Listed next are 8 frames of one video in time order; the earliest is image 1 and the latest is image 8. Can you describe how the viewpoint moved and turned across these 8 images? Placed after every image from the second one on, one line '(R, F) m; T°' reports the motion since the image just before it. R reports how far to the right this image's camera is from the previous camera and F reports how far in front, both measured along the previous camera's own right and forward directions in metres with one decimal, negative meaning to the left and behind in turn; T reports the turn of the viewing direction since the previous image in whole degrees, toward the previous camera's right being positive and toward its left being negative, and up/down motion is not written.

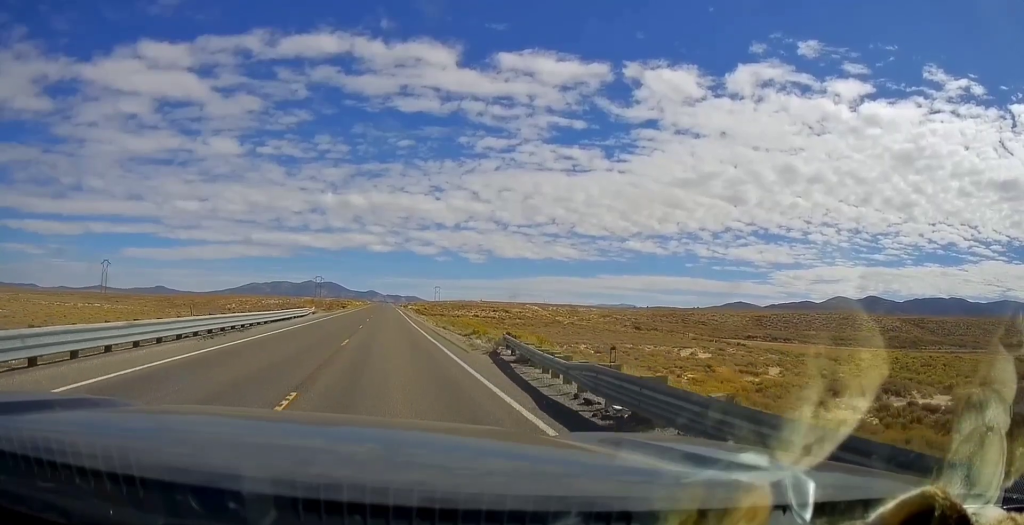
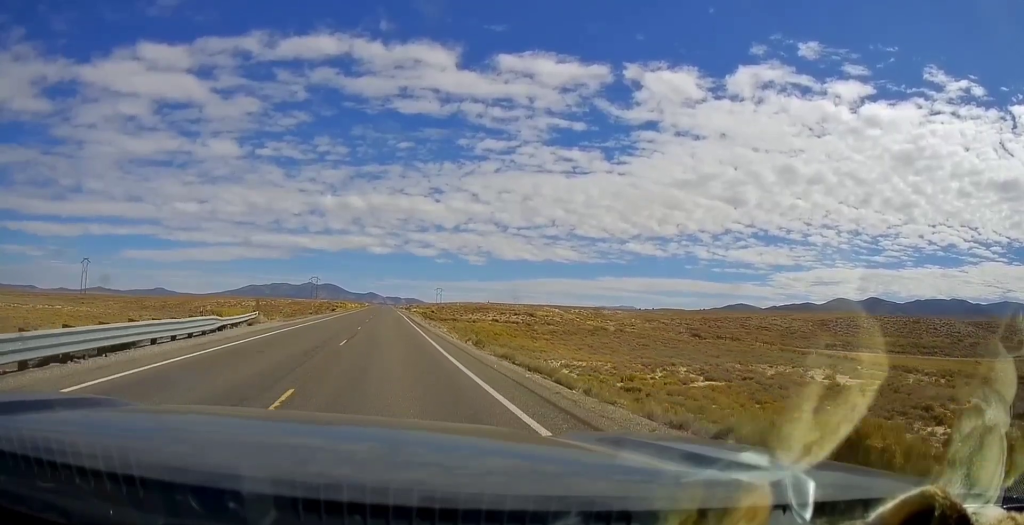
(+0.4, +29.5) m; 0°
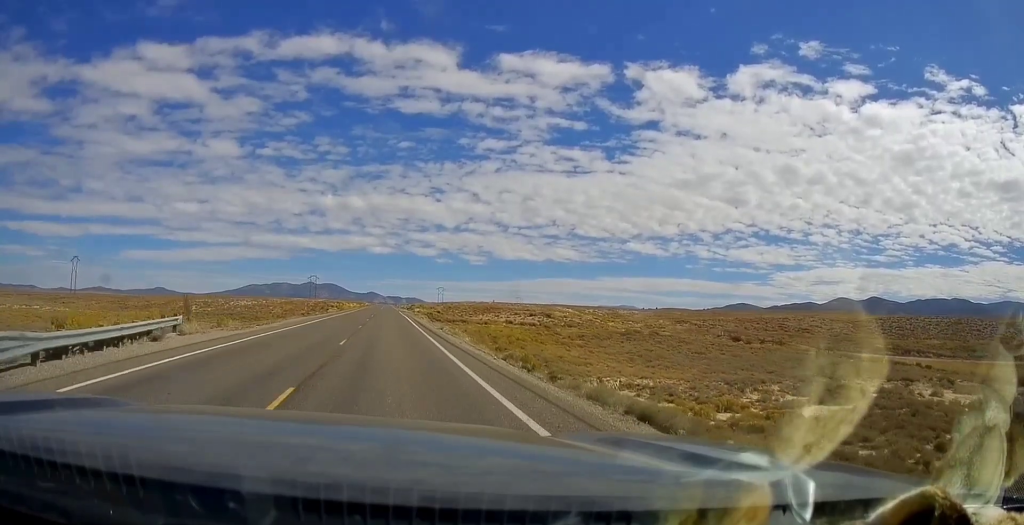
(0.0, +13.8) m; 0°
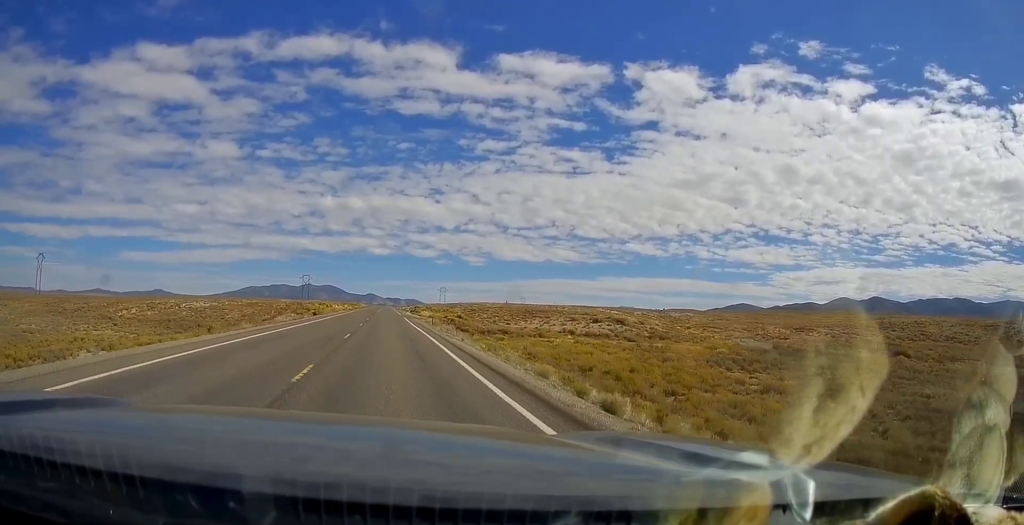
(-0.3, +40.5) m; 0°
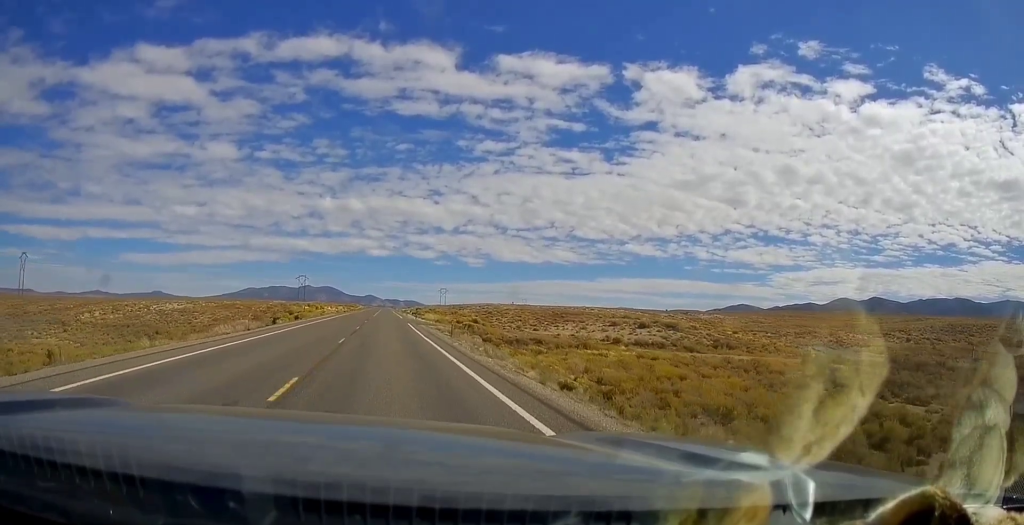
(0.0, +16.1) m; 0°
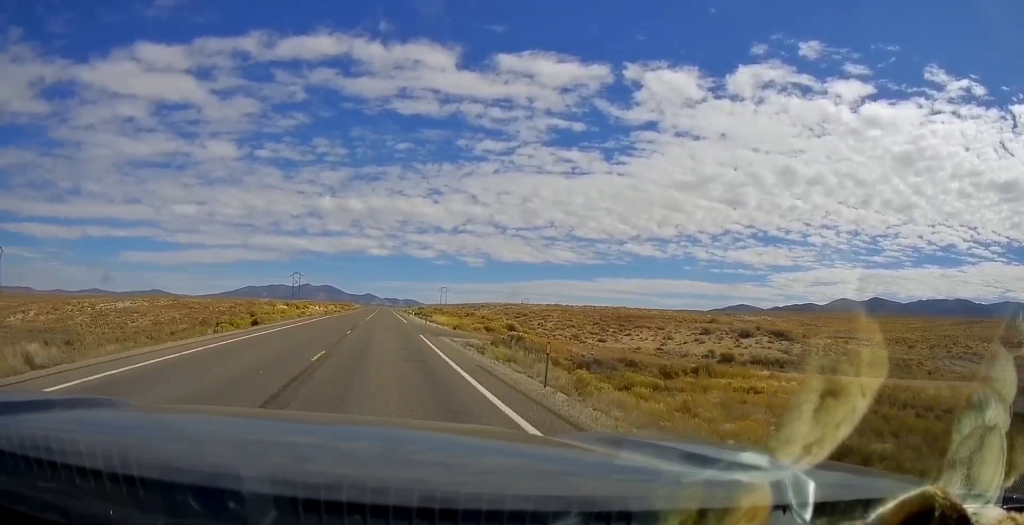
(0.0, +22.8) m; 0°
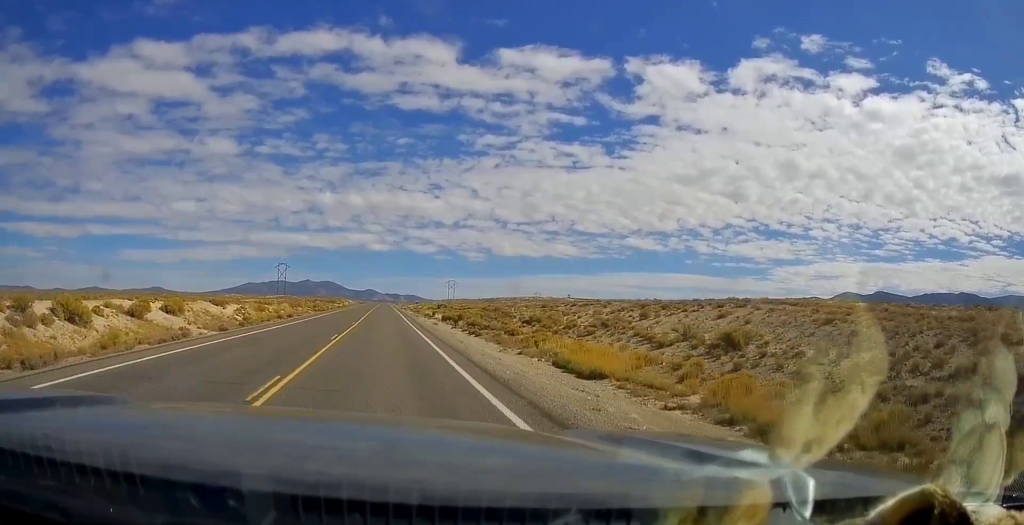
(+0.1, +64.9) m; 0°
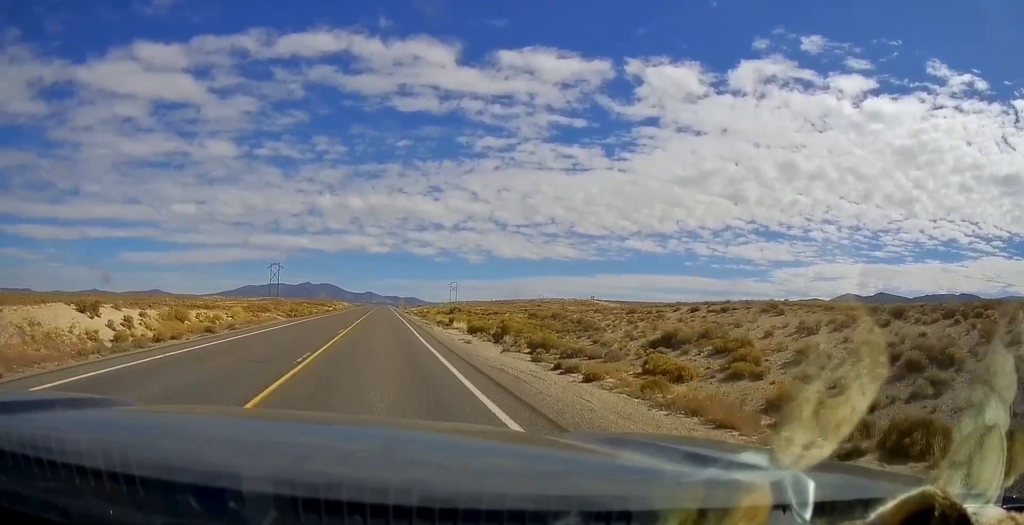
(-0.2, +24.0) m; 0°
